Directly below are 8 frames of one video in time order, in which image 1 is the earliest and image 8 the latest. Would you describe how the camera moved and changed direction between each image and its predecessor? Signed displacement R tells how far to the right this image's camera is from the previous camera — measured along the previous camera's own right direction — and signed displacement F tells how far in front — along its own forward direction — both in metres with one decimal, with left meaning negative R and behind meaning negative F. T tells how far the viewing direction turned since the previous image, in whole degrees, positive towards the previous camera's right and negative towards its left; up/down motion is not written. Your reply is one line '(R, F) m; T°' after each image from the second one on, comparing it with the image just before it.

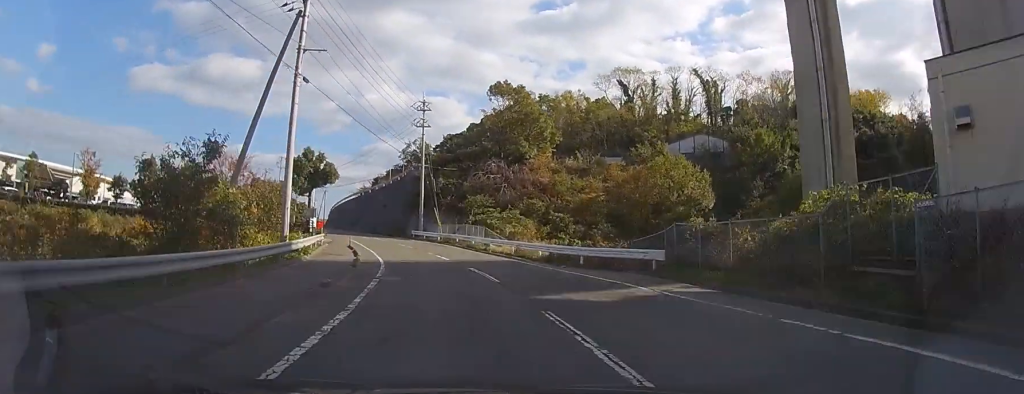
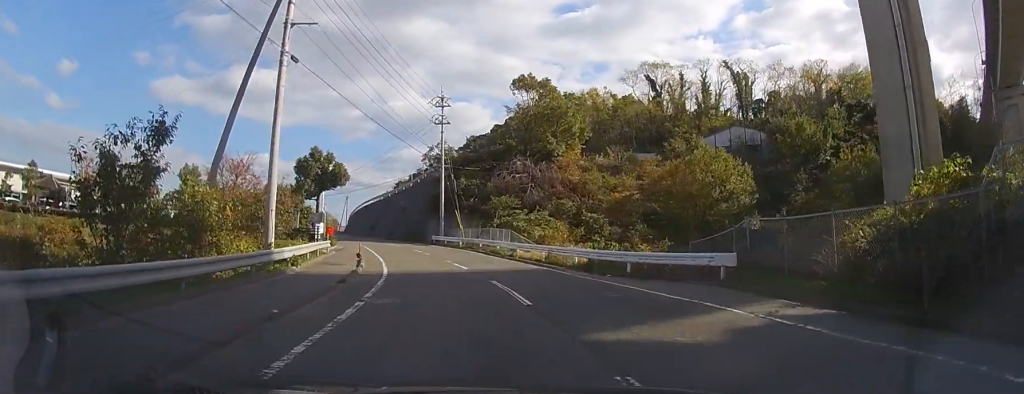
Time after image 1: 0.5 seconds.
(0.0, +3.9) m; -2°
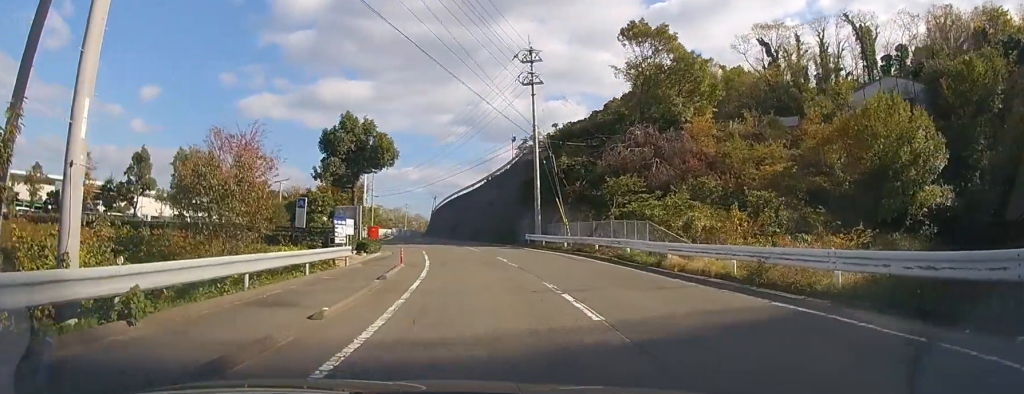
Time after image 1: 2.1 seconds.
(-1.0, +12.3) m; -9°
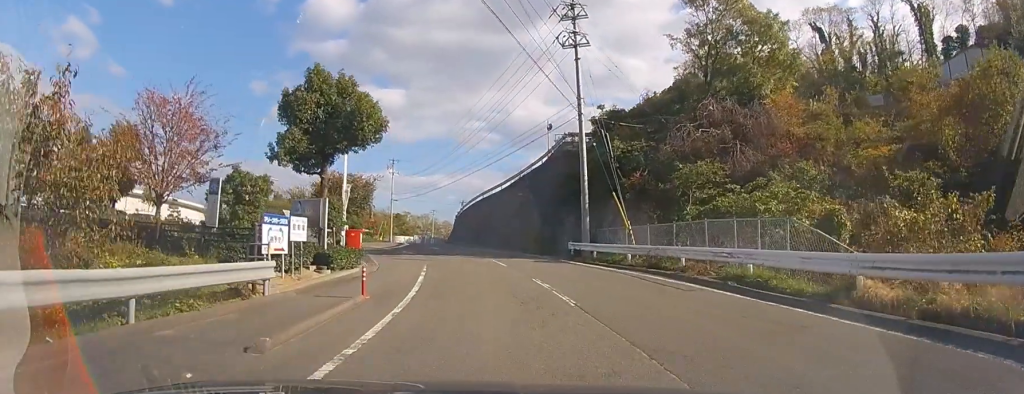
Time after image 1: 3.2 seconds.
(-0.4, +8.1) m; -5°
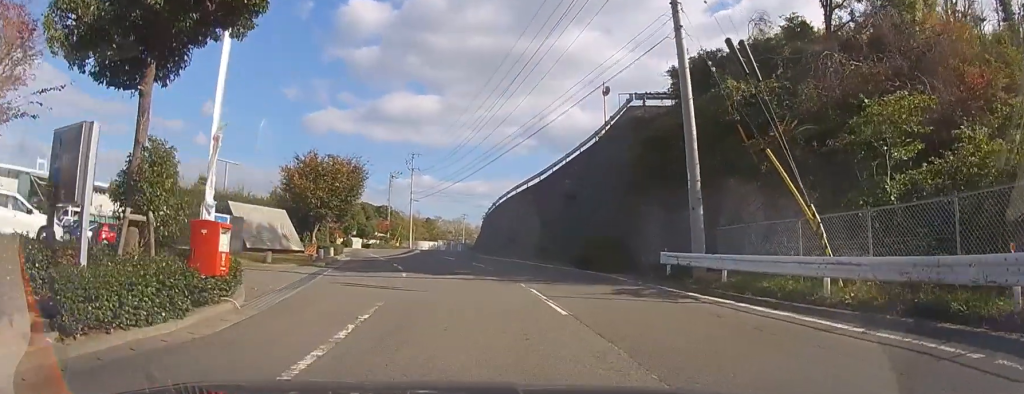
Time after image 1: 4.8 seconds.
(-0.3, +10.5) m; -4°
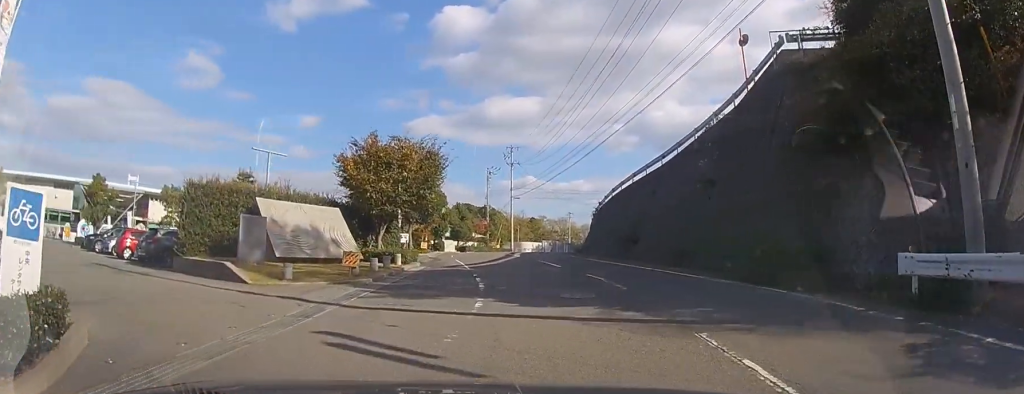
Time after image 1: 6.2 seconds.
(-0.6, +6.6) m; -14°
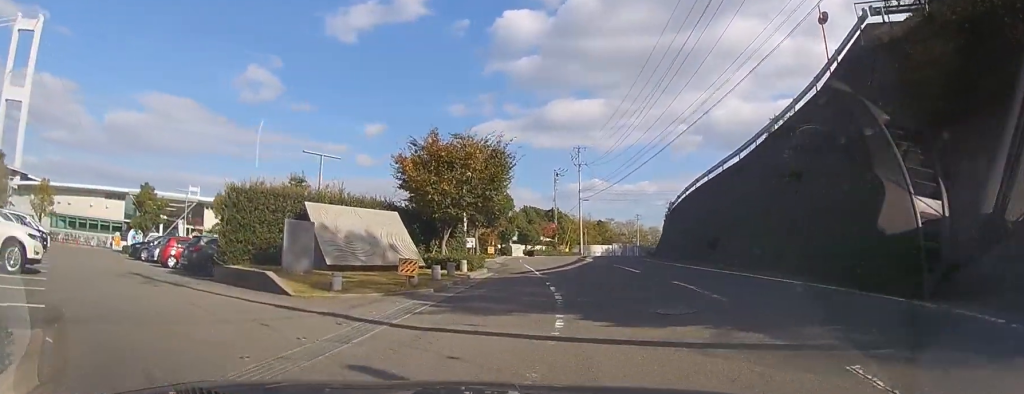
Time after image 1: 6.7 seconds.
(0.0, +1.9) m; -7°
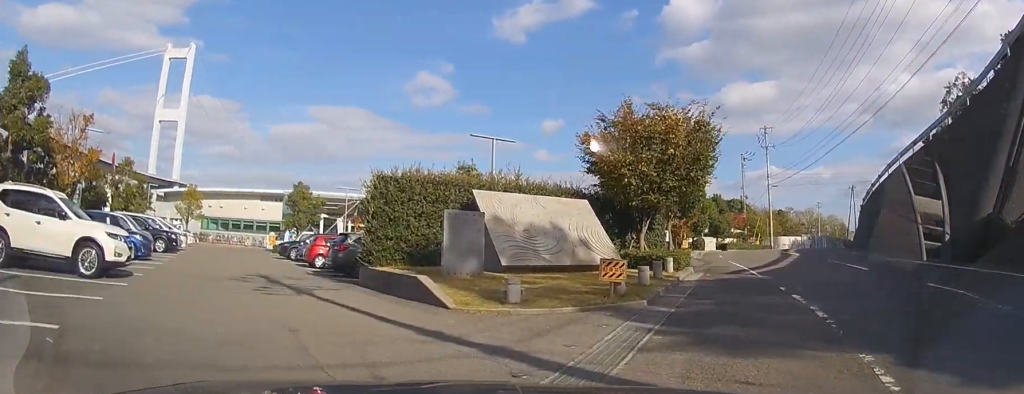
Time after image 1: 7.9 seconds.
(-0.8, +3.7) m; -25°
